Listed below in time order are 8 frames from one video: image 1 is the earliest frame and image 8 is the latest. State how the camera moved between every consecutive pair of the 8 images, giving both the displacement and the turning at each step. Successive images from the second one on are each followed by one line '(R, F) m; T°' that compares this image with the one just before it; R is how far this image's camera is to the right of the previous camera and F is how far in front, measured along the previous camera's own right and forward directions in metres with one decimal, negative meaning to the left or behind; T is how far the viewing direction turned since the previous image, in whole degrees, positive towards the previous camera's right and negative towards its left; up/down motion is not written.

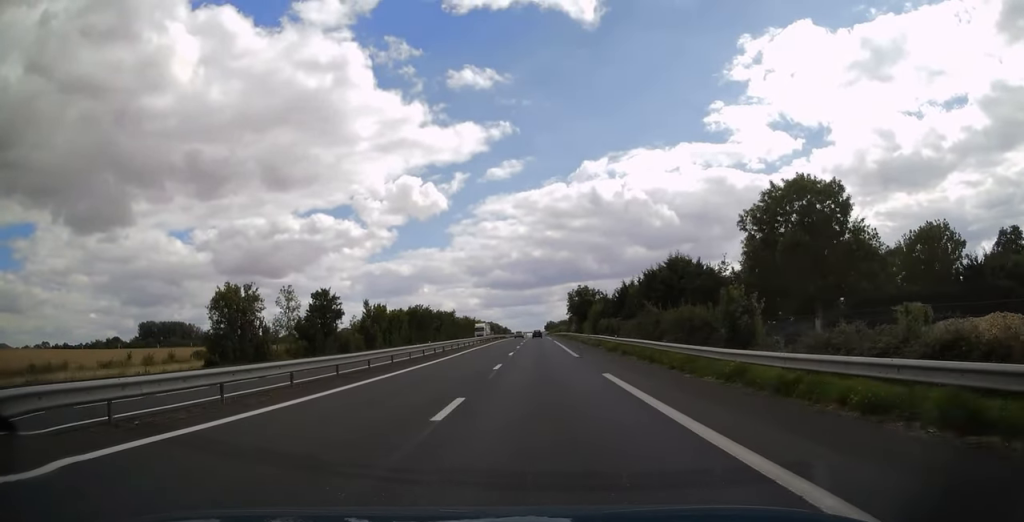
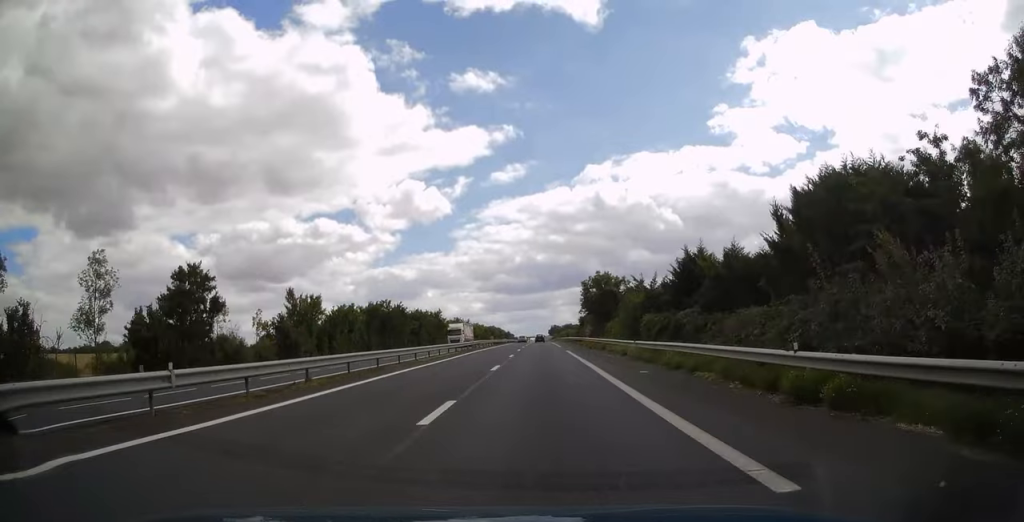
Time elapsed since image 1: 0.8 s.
(-0.1, +26.7) m; 0°
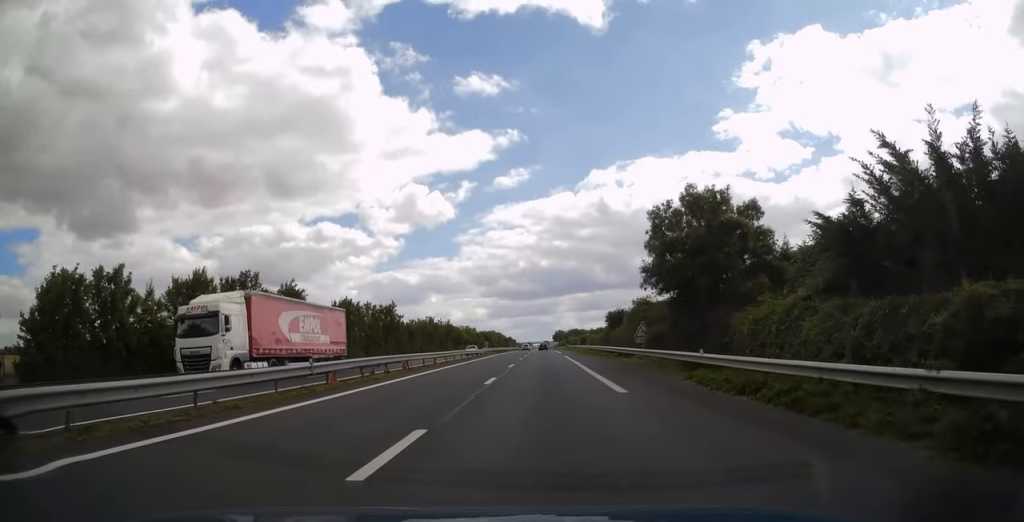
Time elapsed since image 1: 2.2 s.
(0.0, +42.8) m; 0°
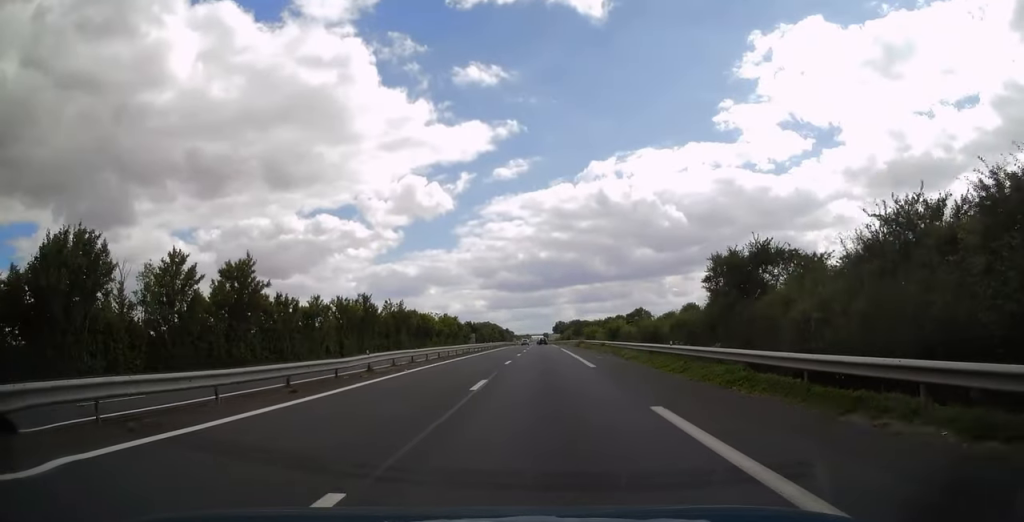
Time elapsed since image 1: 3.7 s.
(-0.3, +43.4) m; 0°
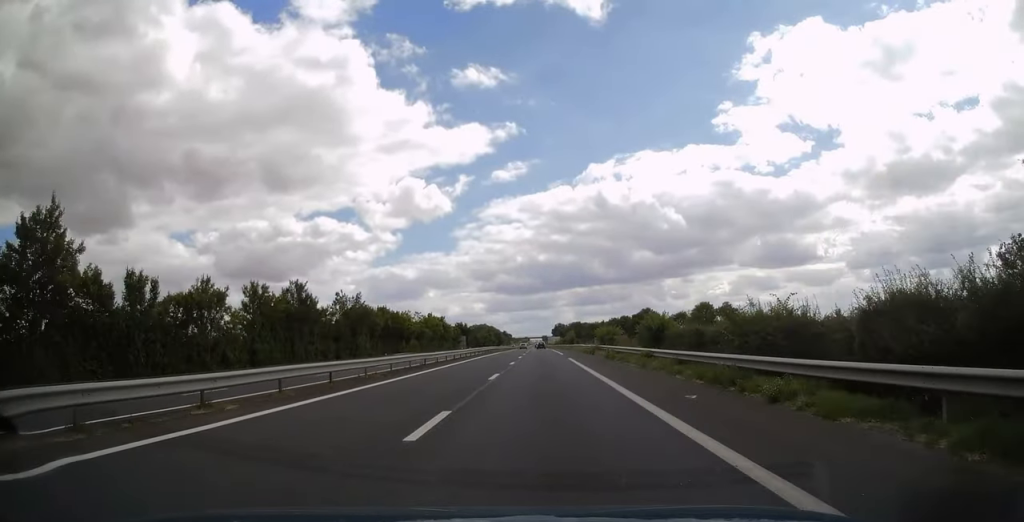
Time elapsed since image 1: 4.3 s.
(+0.1, +20.5) m; 0°
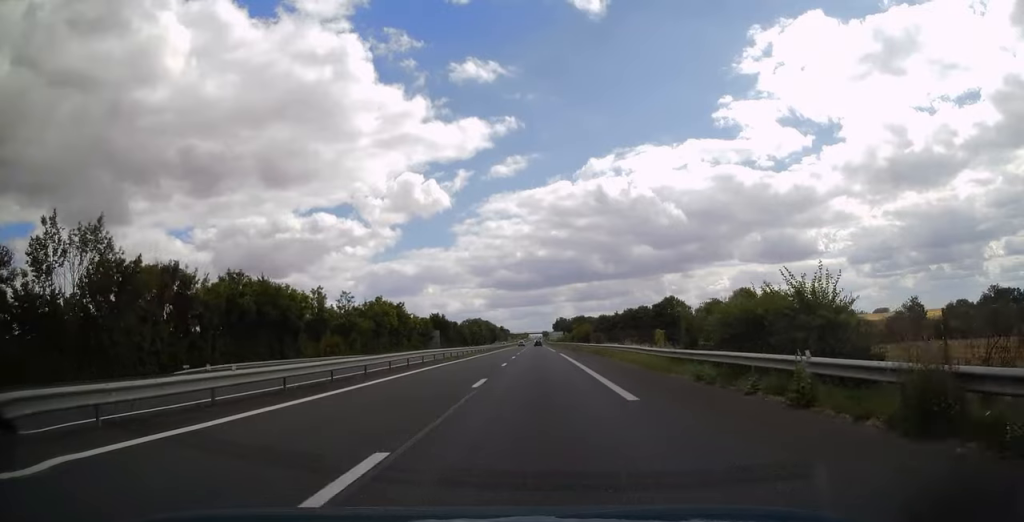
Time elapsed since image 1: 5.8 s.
(0.0, +43.4) m; 0°
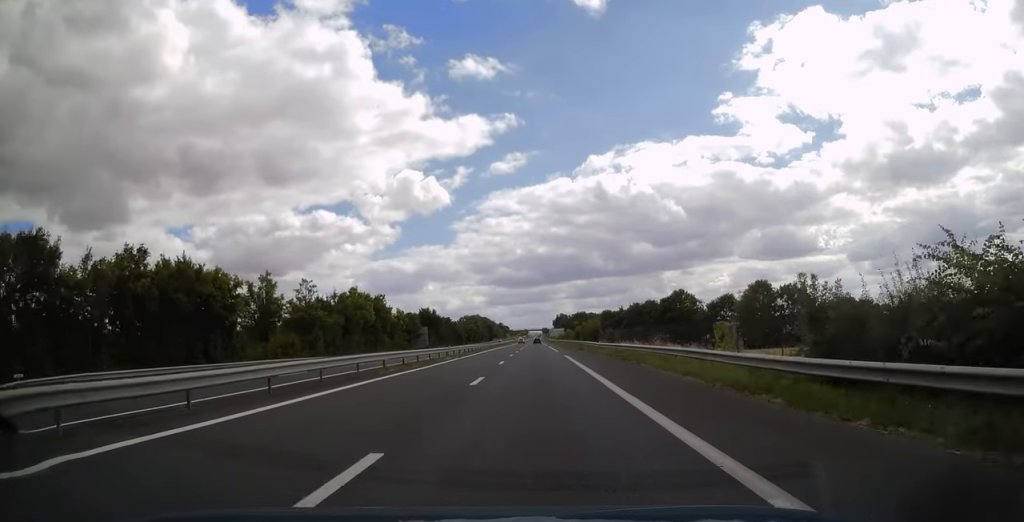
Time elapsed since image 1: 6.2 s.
(0.0, +13.0) m; 0°
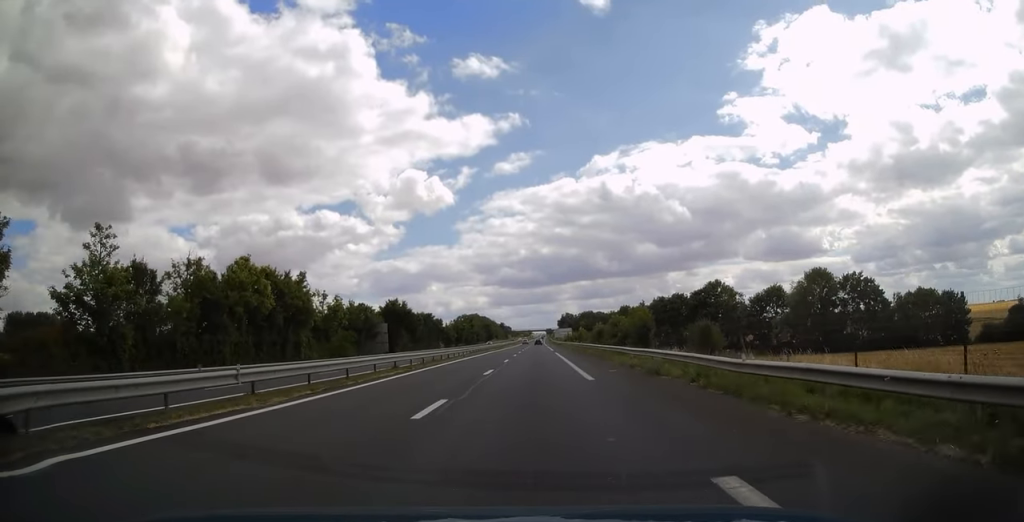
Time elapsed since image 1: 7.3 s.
(-0.1, +32.9) m; 0°
